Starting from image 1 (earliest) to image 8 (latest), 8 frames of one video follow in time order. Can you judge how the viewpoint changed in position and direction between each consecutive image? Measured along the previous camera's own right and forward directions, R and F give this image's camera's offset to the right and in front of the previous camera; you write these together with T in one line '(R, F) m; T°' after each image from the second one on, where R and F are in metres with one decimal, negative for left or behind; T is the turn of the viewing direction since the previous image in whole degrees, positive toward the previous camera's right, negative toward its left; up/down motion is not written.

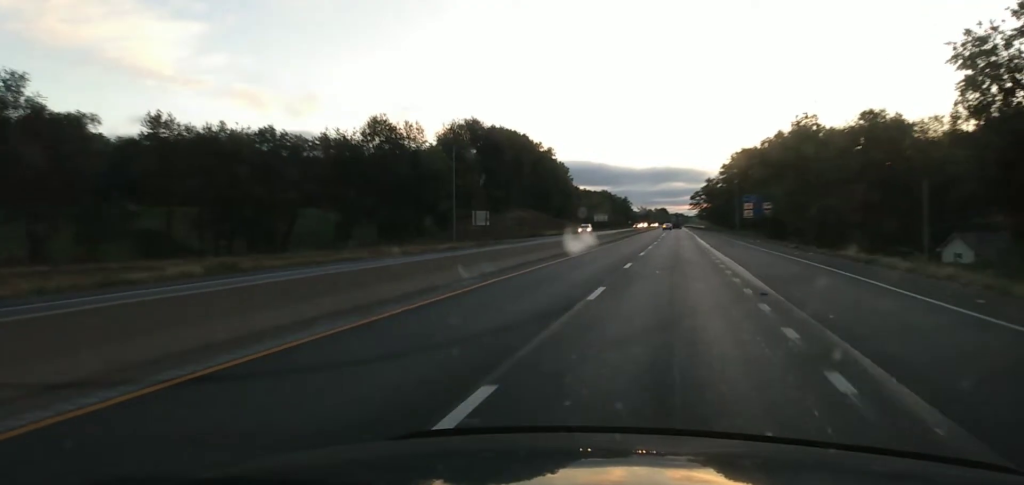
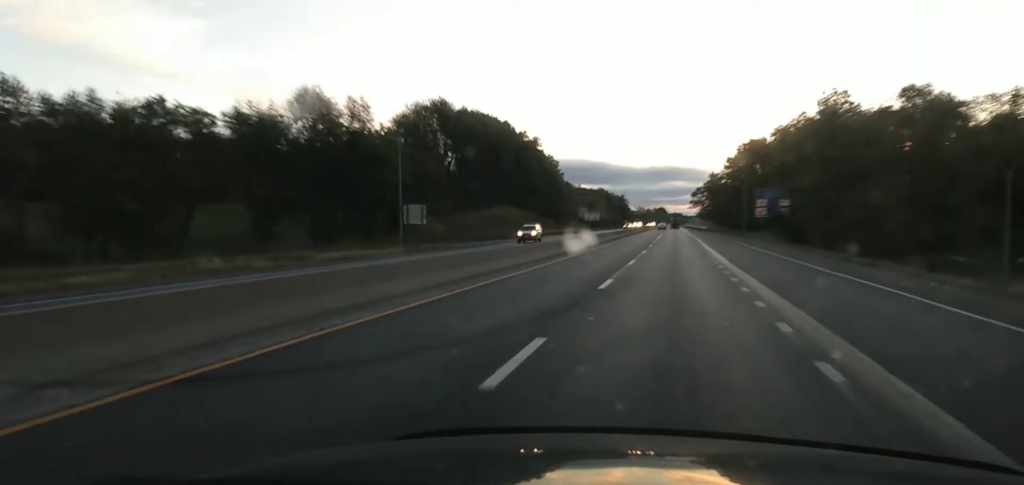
(+0.2, +20.6) m; +1°
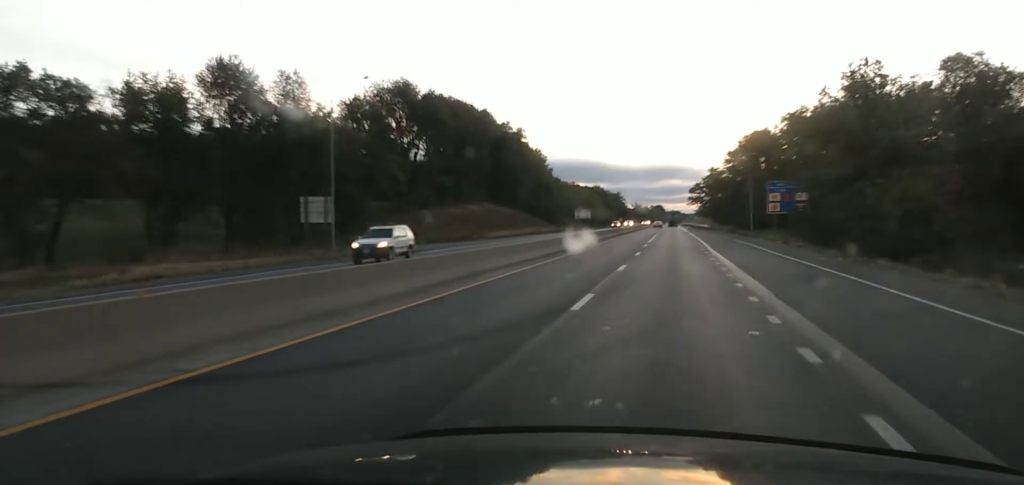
(+0.1, +18.1) m; -1°
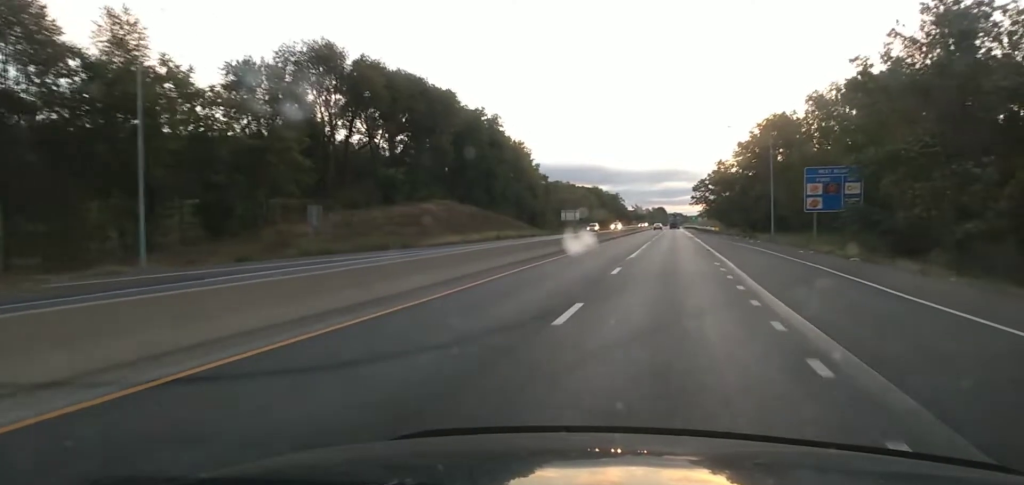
(-0.4, +26.4) m; 0°
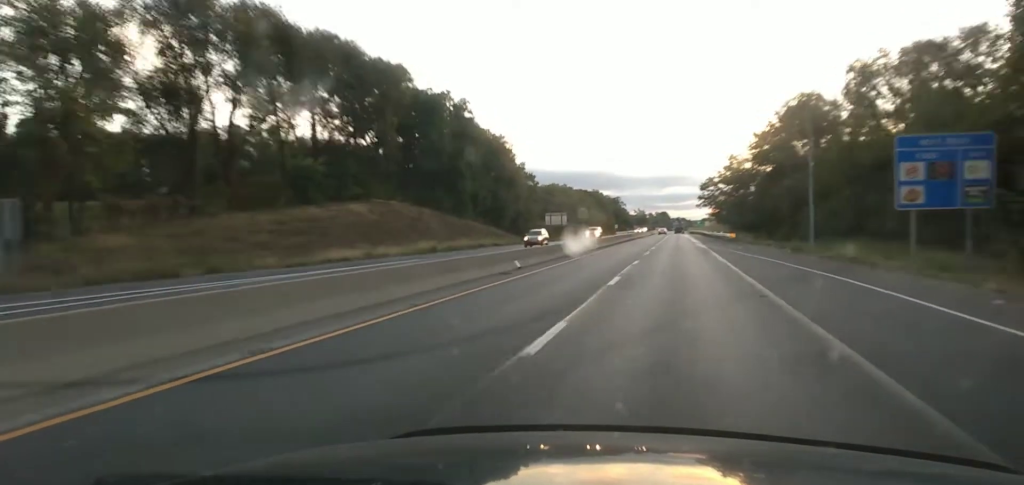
(+0.4, +27.3) m; +2°
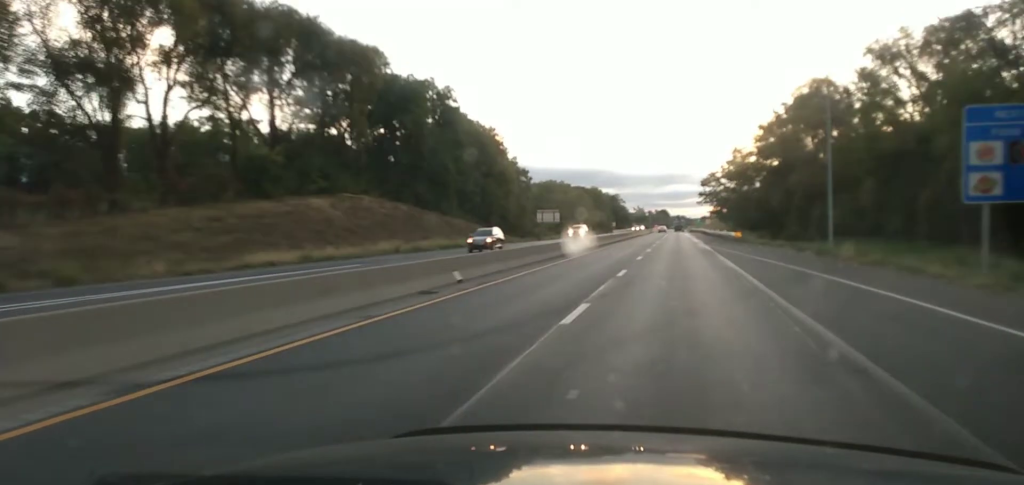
(+0.1, +9.4) m; 0°
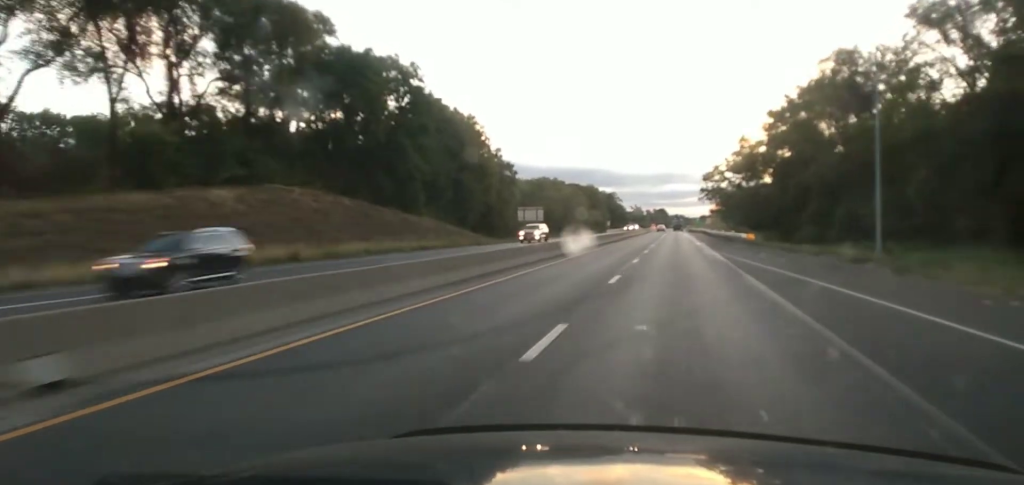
(+0.1, +16.4) m; 0°
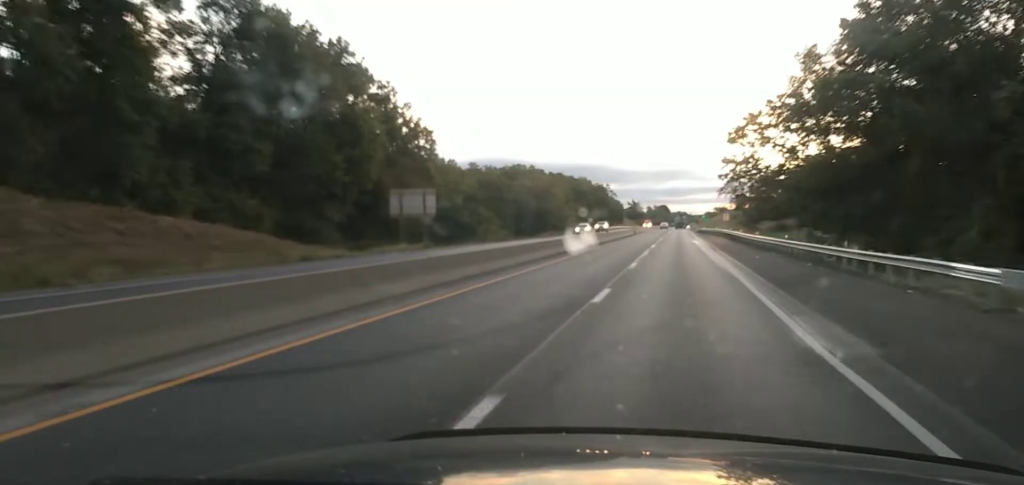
(-0.8, +53.5) m; -1°
